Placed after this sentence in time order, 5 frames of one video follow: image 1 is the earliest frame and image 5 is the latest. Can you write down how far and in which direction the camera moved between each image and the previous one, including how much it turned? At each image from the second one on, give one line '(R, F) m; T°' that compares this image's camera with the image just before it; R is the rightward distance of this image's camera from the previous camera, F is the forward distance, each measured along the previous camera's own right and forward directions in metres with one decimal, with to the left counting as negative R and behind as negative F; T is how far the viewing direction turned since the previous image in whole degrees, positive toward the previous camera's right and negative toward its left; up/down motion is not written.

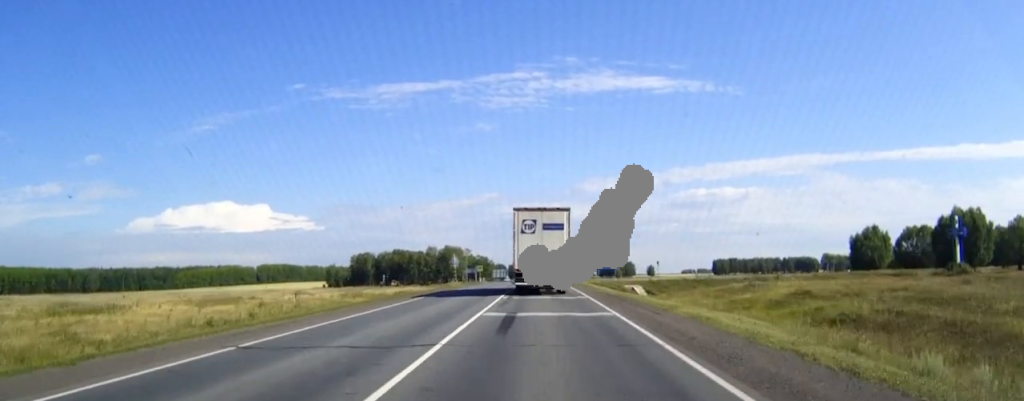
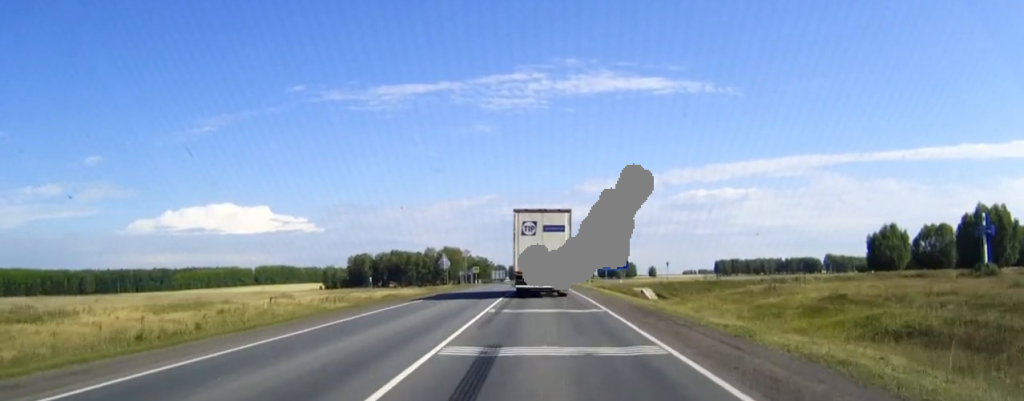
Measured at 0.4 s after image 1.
(0.0, +8.6) m; 0°
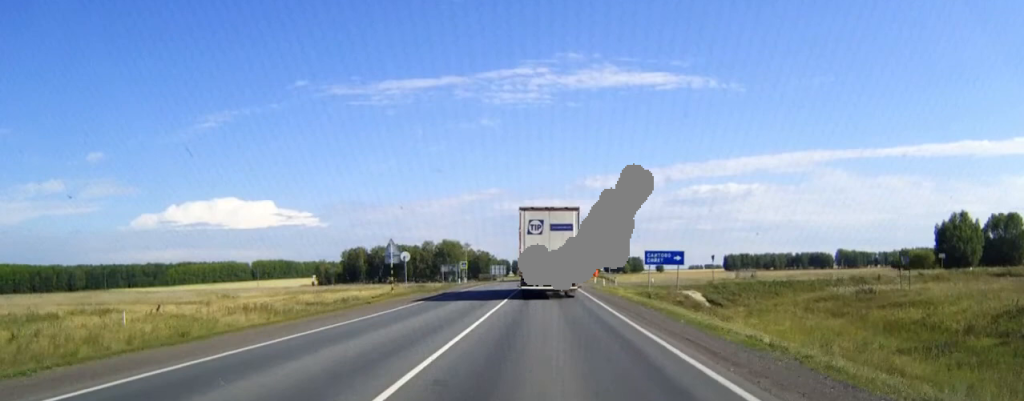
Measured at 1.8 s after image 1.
(0.0, +26.6) m; 0°
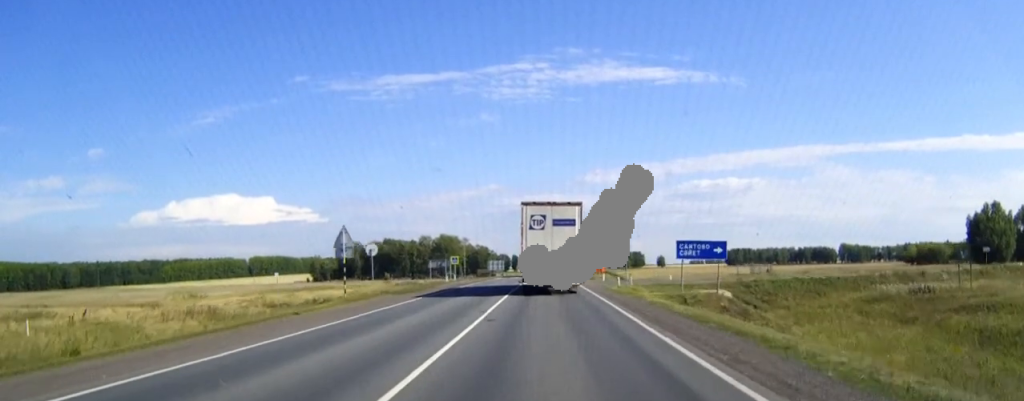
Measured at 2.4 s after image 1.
(0.0, +10.8) m; 0°
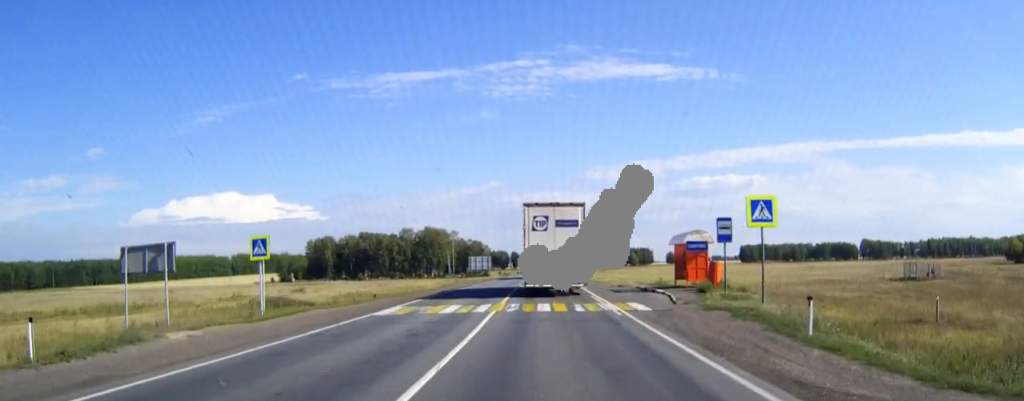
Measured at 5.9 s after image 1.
(0.0, +64.2) m; 0°
